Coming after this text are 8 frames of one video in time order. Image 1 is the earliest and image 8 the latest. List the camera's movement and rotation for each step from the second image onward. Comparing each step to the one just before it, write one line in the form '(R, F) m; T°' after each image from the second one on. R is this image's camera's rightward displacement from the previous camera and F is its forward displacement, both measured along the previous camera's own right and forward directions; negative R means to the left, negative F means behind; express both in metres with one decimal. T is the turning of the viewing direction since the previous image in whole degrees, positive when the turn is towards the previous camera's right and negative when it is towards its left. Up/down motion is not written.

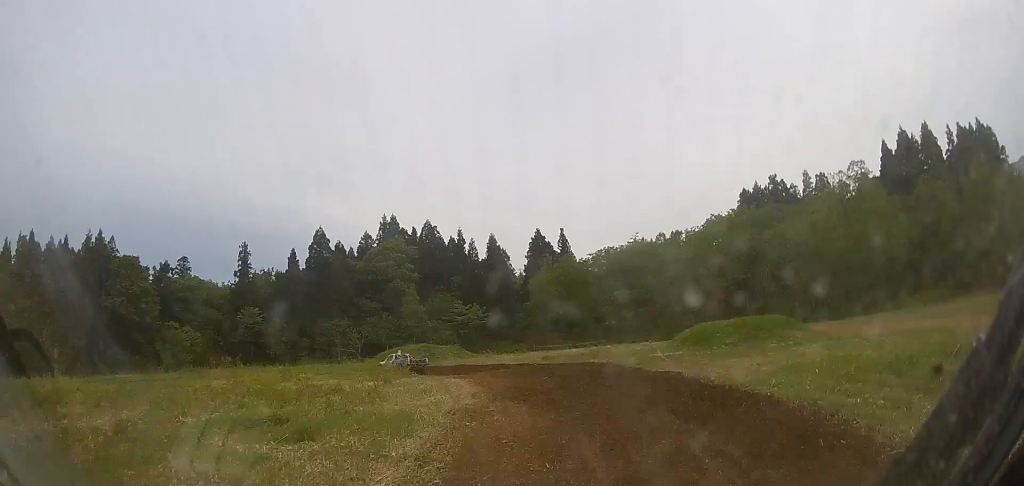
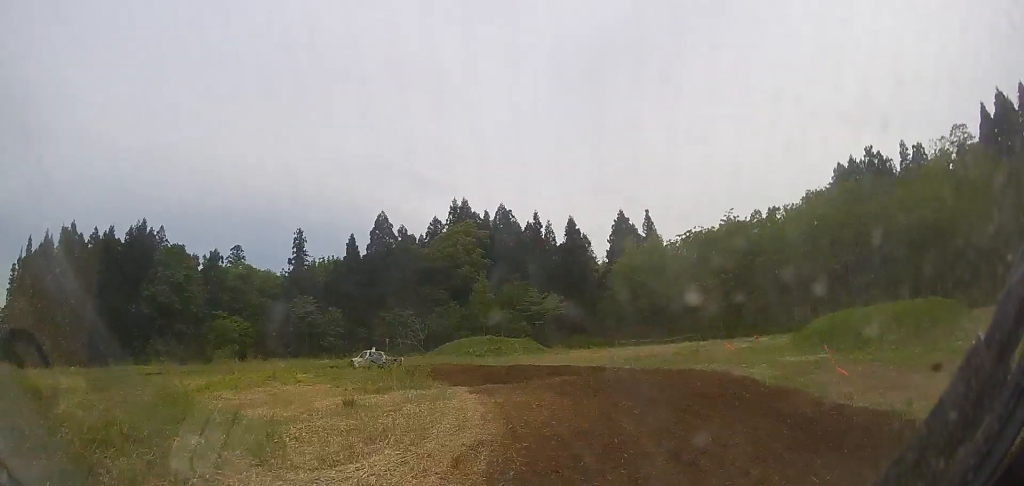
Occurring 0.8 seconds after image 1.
(-0.6, +8.0) m; -9°
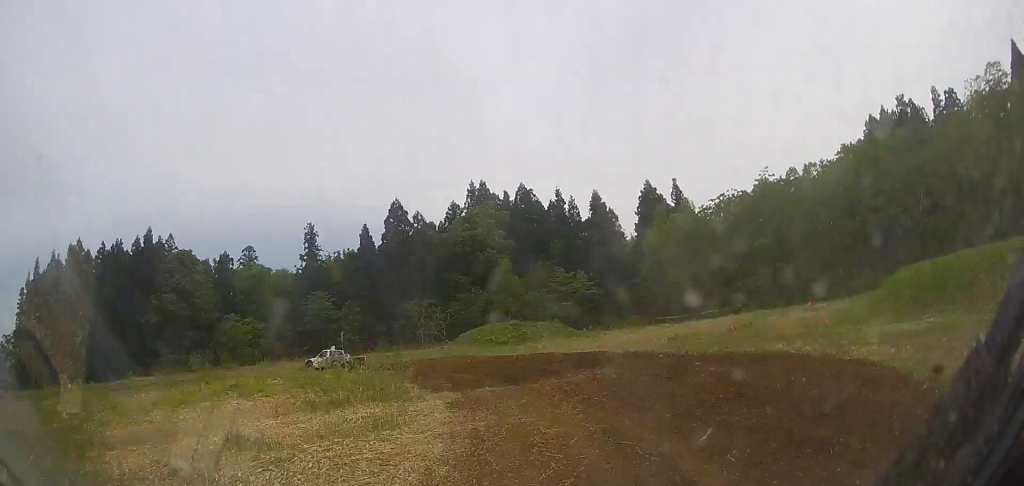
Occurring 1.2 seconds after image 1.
(0.0, +4.1) m; -5°
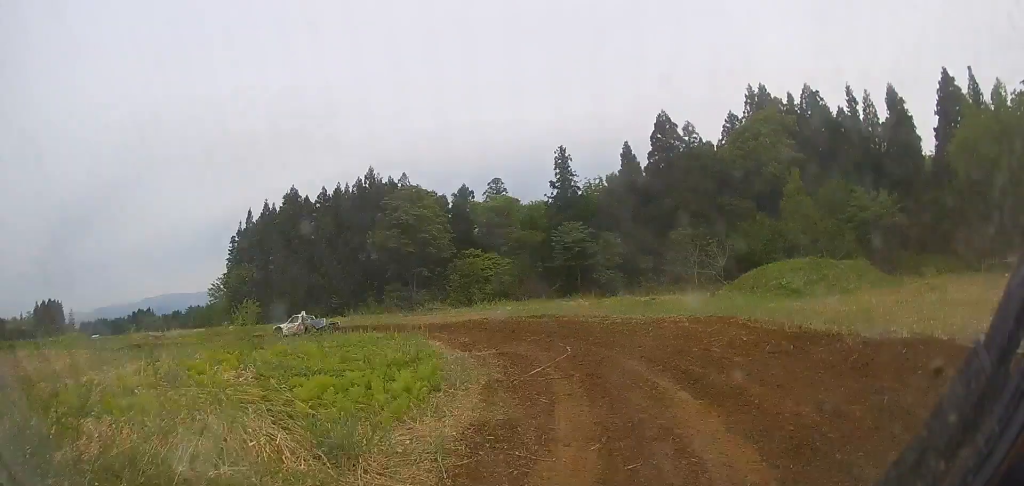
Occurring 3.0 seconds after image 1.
(-5.3, +13.2) m; -41°
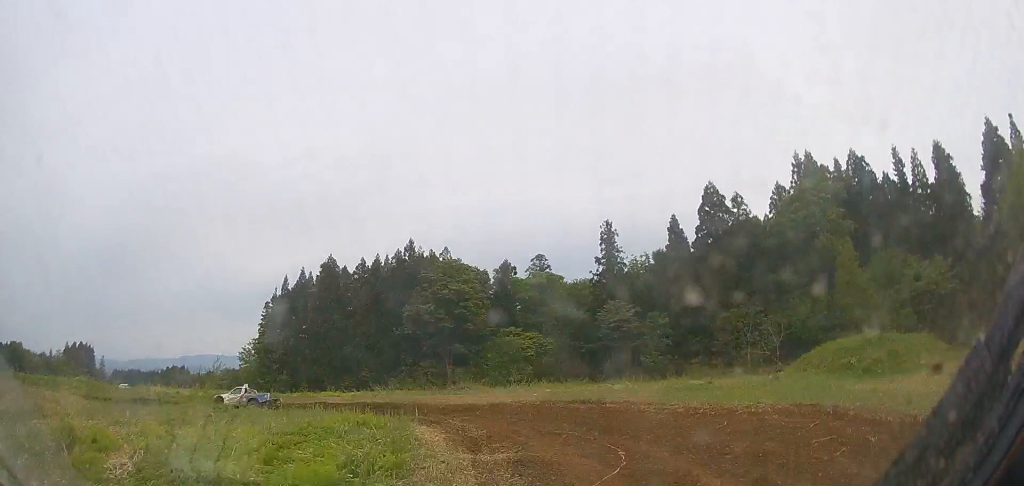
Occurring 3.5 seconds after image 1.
(-0.4, +4.0) m; -5°
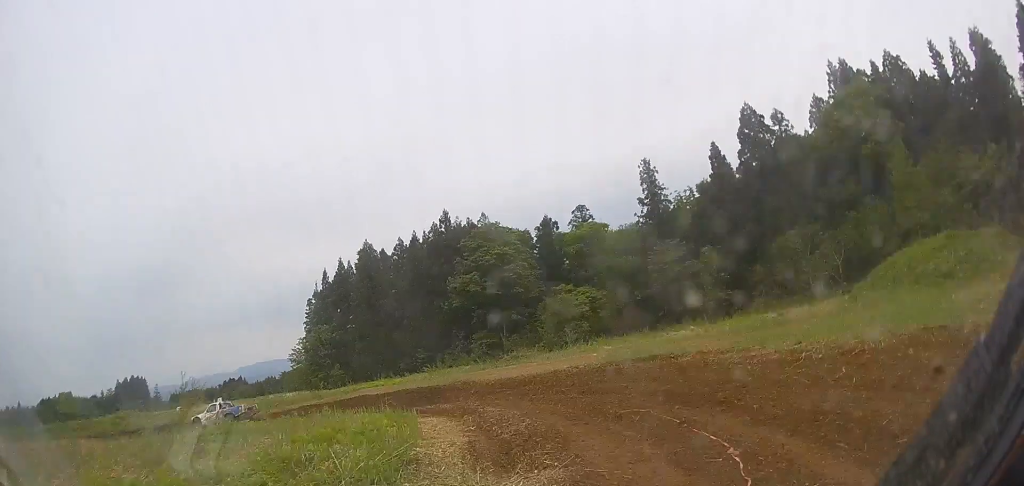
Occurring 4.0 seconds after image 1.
(0.0, +3.2) m; 0°
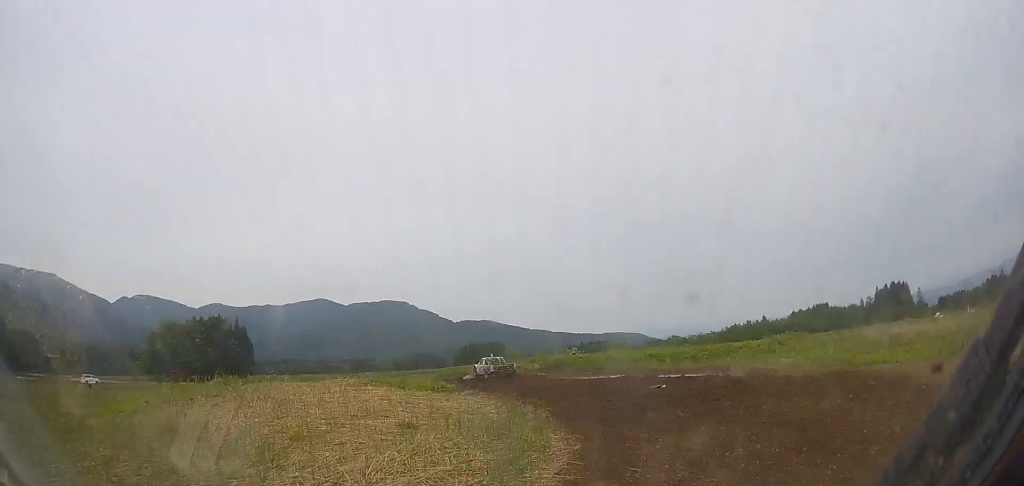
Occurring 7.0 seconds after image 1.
(-8.0, +13.6) m; -60°
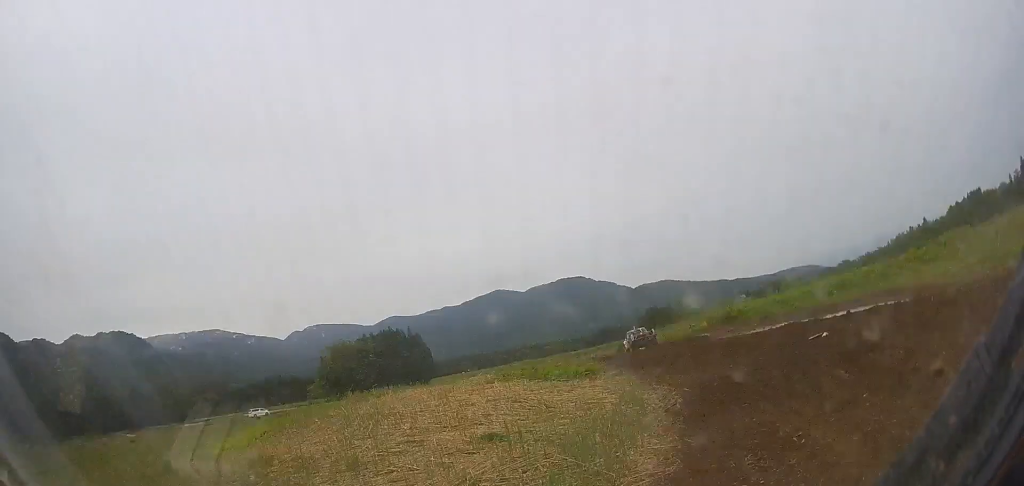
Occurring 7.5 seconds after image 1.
(-0.1, +3.1) m; -8°
